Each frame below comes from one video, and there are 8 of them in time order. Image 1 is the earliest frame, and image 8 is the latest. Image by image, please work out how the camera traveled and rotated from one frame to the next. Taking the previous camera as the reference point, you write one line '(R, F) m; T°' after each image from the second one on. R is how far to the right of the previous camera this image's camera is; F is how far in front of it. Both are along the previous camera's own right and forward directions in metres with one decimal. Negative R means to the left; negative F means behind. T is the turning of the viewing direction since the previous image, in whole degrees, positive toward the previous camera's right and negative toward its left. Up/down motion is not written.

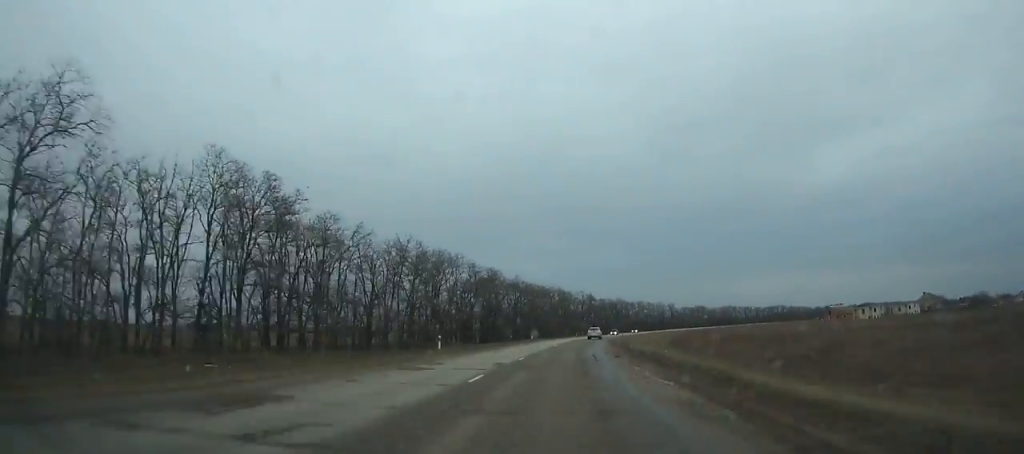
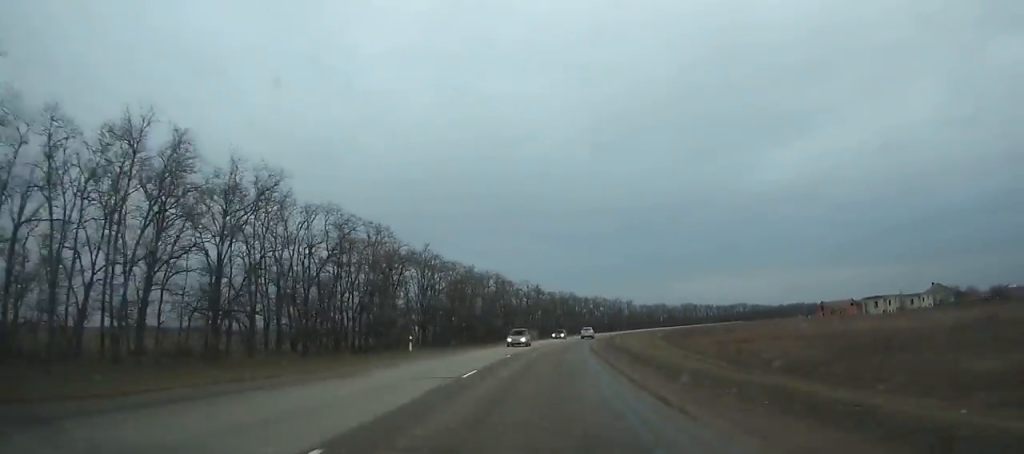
(+1.9, +47.4) m; +4°
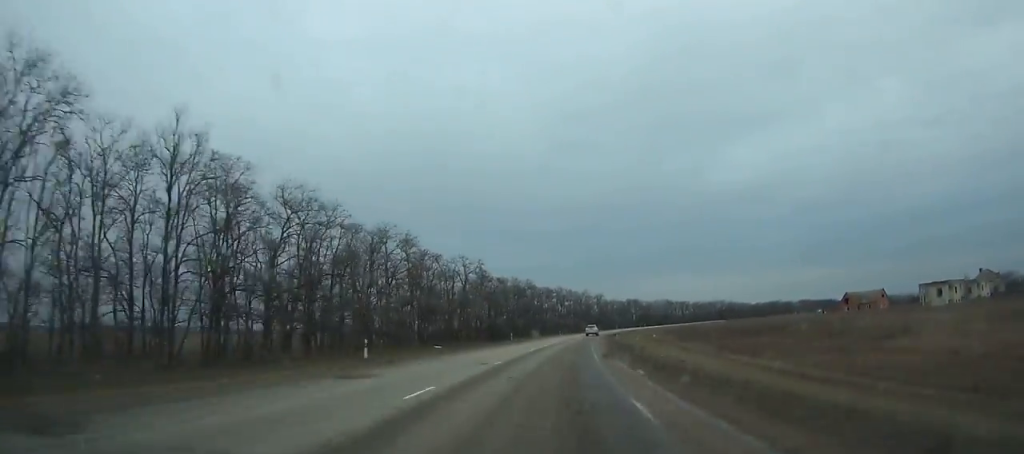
(+2.1, +52.5) m; +4°
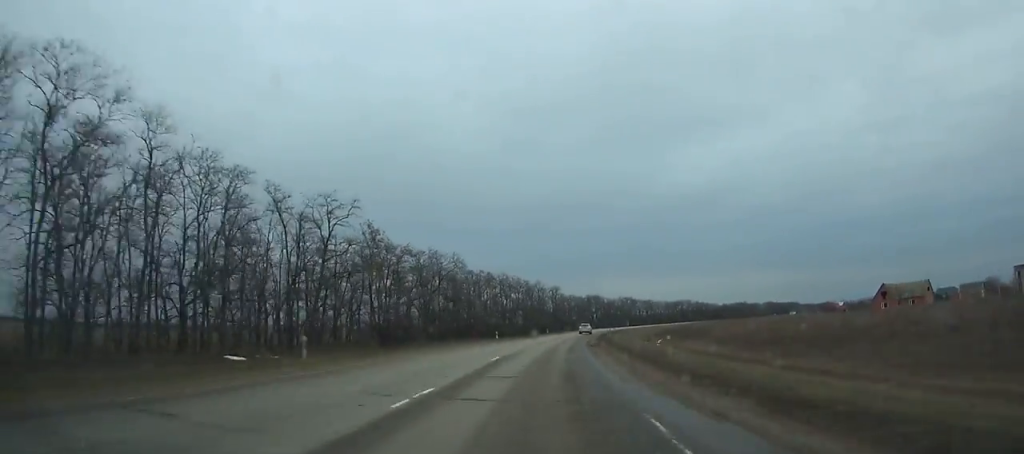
(+1.1, +49.0) m; +4°
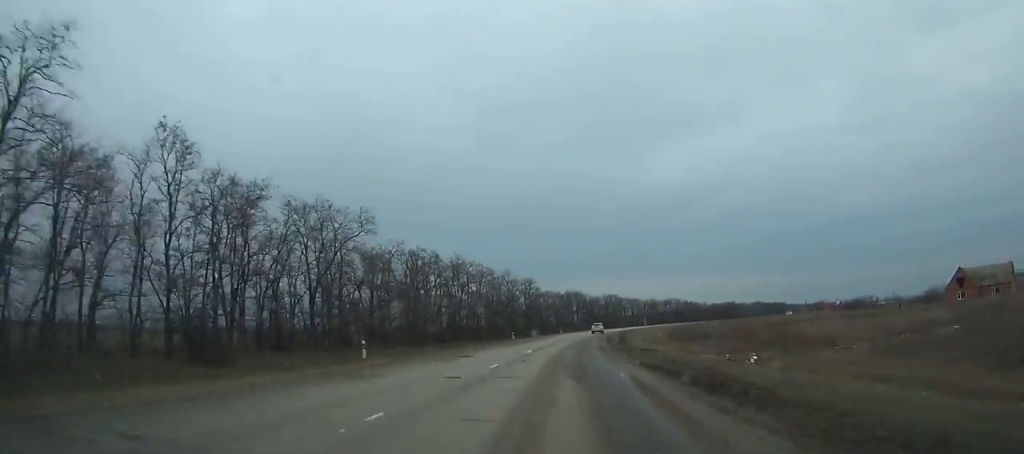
(+1.5, +38.7) m; +3°
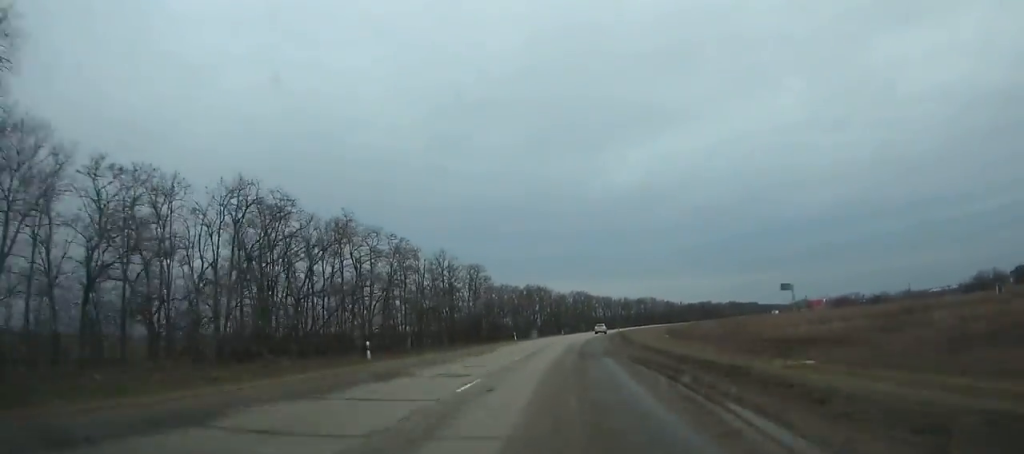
(+1.1, +43.0) m; +4°
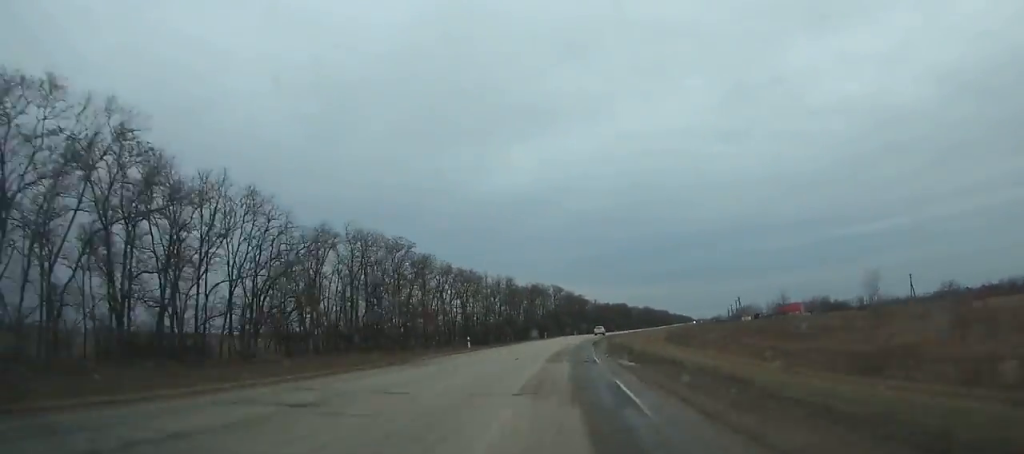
(+16.7, +149.4) m; +12°
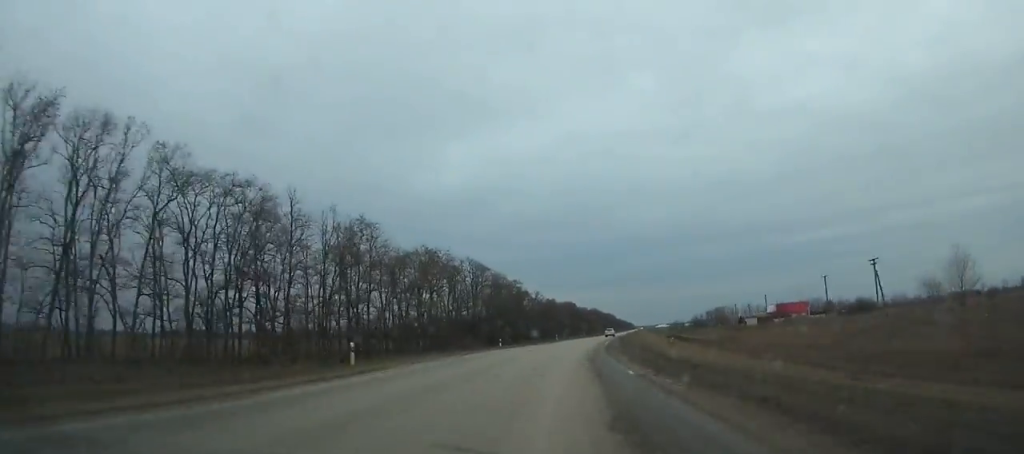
(+3.6, +75.5) m; +6°
